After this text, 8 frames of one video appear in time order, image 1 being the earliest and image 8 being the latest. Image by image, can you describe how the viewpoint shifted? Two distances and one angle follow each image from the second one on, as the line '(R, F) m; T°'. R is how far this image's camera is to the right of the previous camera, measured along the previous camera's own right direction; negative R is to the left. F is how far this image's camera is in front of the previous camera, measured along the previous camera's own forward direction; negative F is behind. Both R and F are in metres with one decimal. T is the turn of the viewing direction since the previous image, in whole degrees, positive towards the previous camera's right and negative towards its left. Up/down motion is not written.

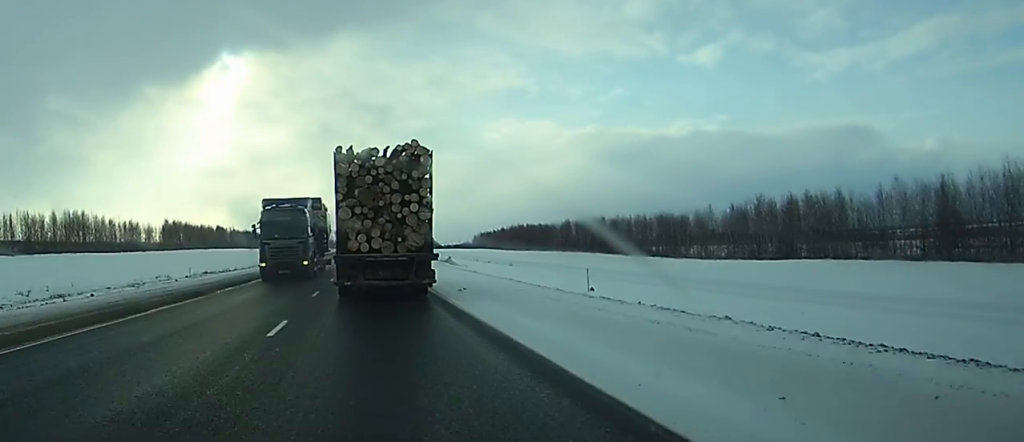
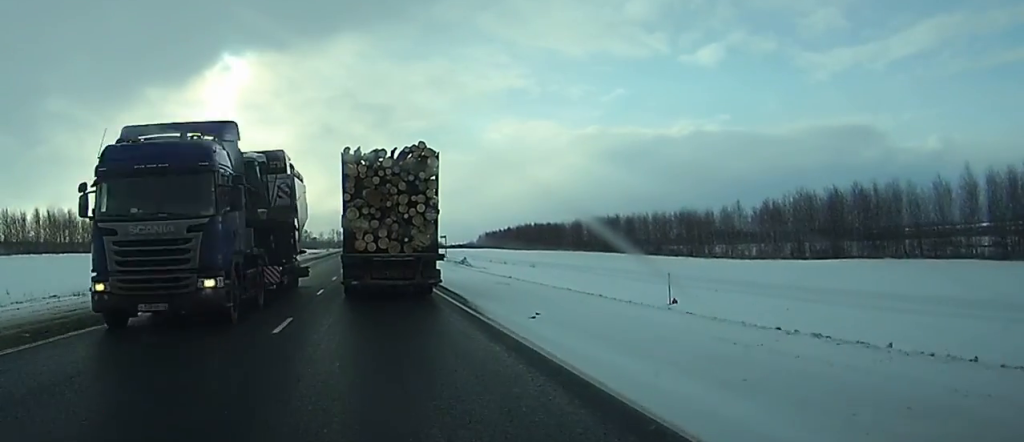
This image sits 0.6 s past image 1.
(0.0, +11.7) m; 0°
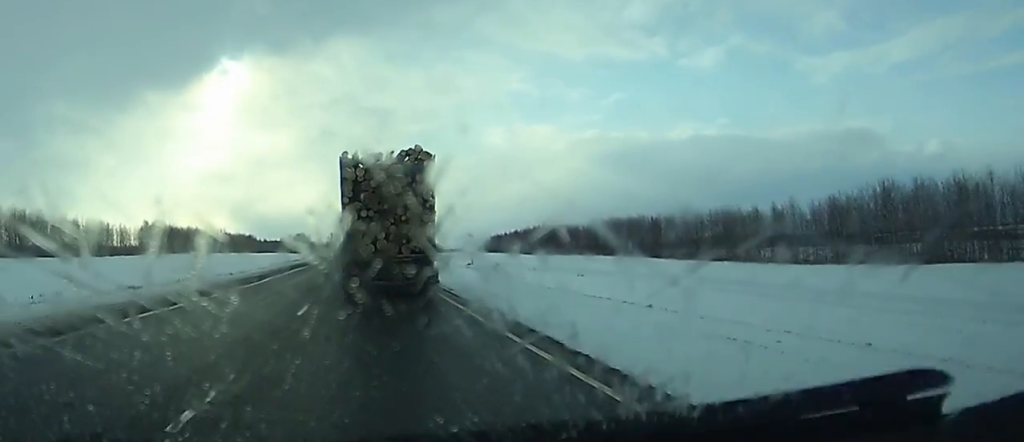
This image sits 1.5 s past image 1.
(0.0, +19.8) m; 0°
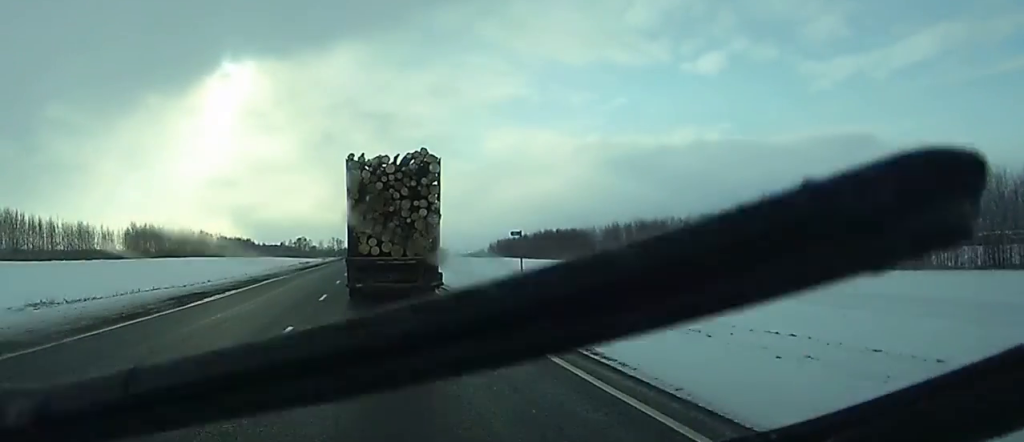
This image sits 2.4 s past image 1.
(-0.1, +17.7) m; 0°
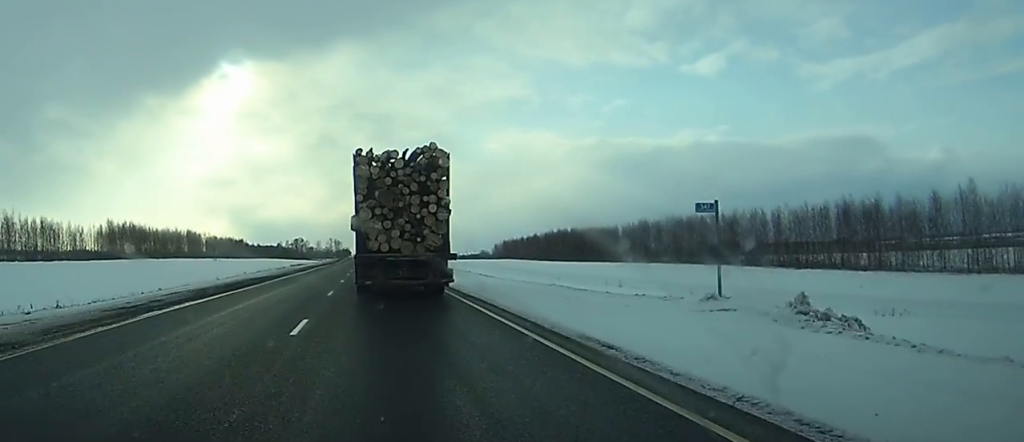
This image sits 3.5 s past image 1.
(+0.1, +22.6) m; 0°
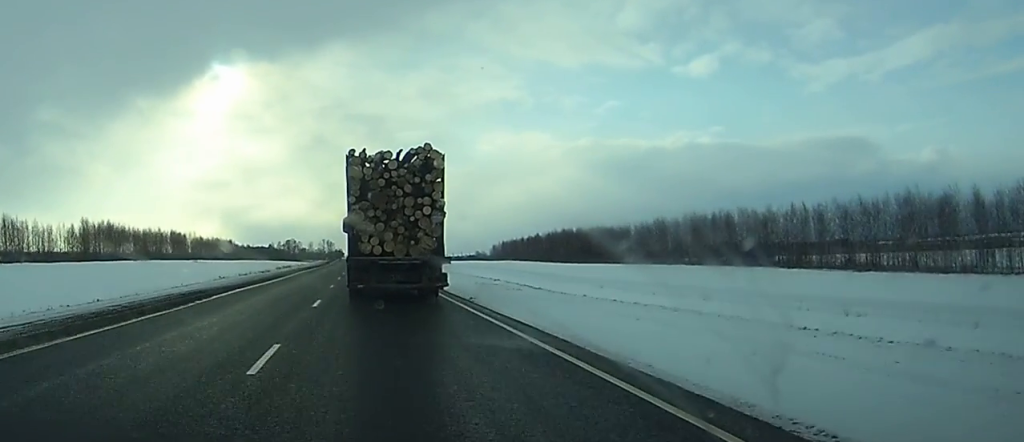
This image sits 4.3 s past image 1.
(0.0, +15.8) m; 0°
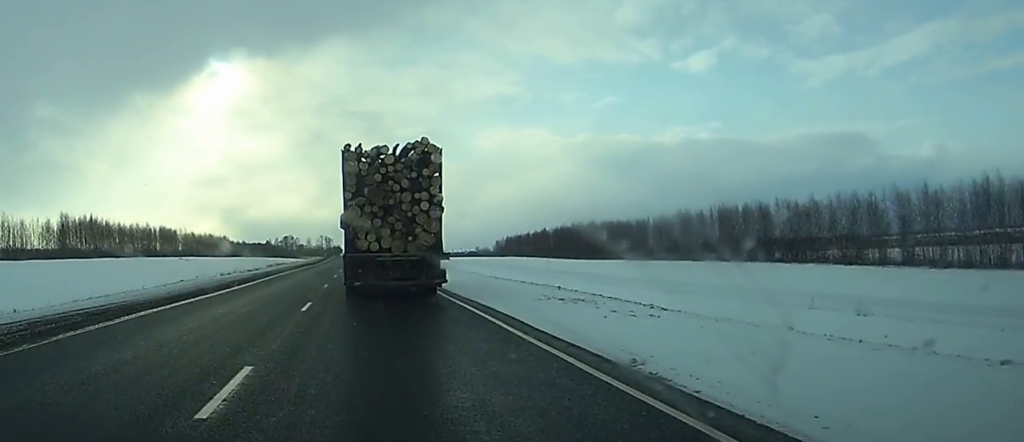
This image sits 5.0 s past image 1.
(+0.1, +14.4) m; +1°
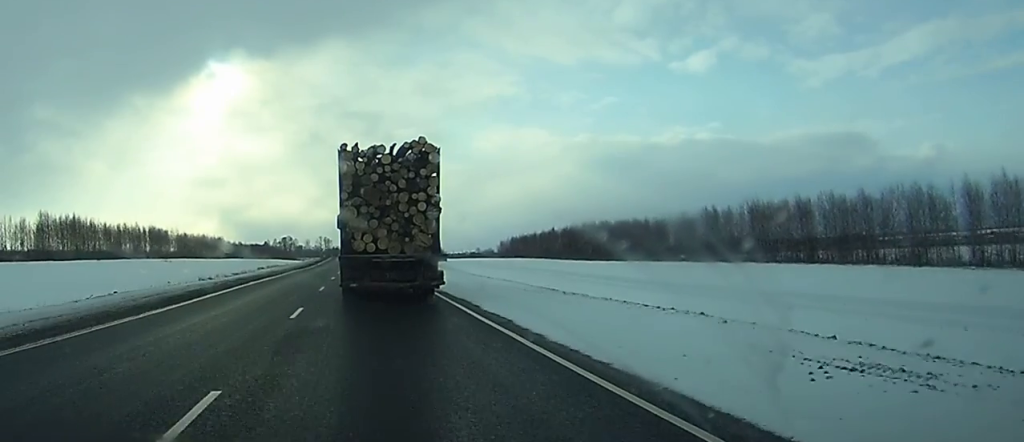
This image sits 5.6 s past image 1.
(+0.1, +13.7) m; 0°
